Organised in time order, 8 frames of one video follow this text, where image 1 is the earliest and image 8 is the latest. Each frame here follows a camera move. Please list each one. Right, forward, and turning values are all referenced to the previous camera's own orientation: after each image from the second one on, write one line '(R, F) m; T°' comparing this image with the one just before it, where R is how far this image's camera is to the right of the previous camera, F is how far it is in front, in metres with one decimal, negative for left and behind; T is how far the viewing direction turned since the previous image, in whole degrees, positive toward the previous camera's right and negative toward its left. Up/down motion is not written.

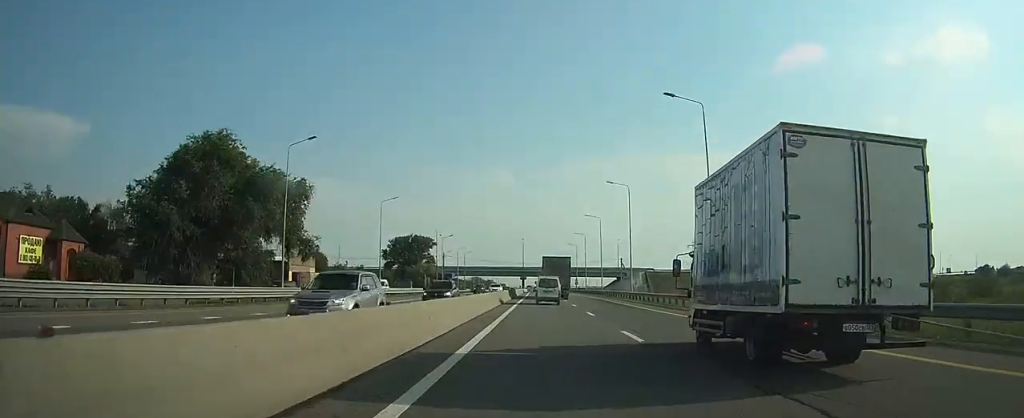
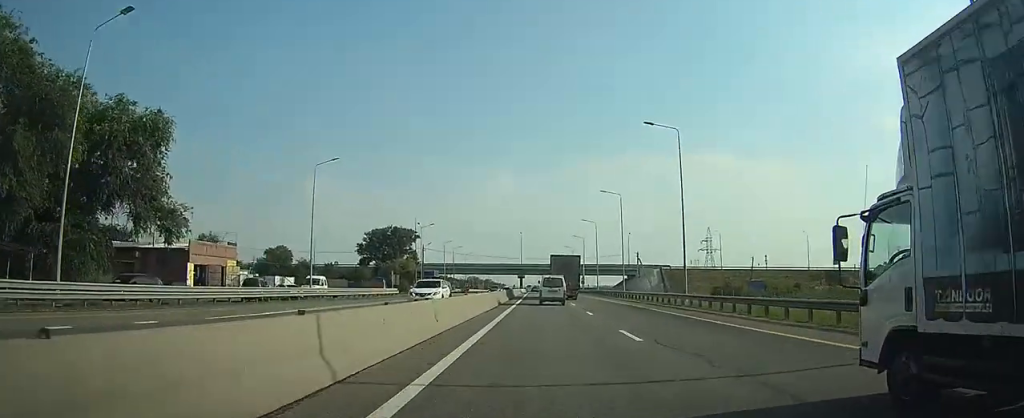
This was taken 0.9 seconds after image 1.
(+0.1, +23.9) m; 0°
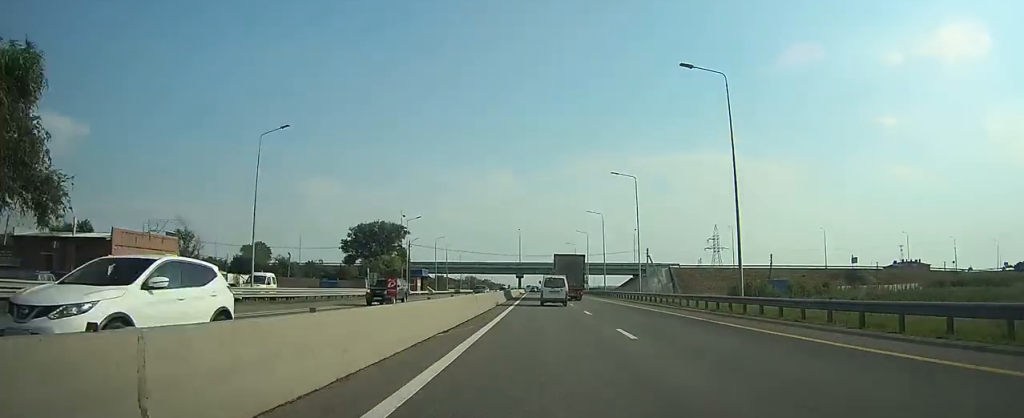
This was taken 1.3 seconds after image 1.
(0.0, +11.4) m; 0°
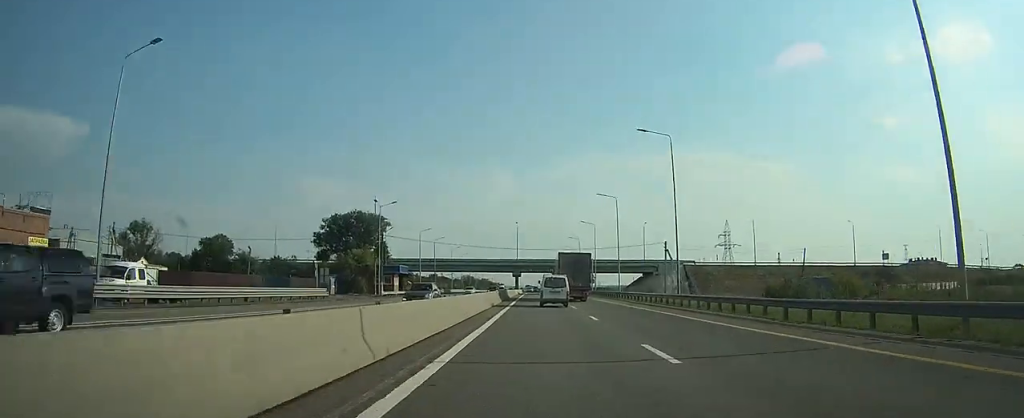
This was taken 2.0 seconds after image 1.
(0.0, +16.7) m; 0°
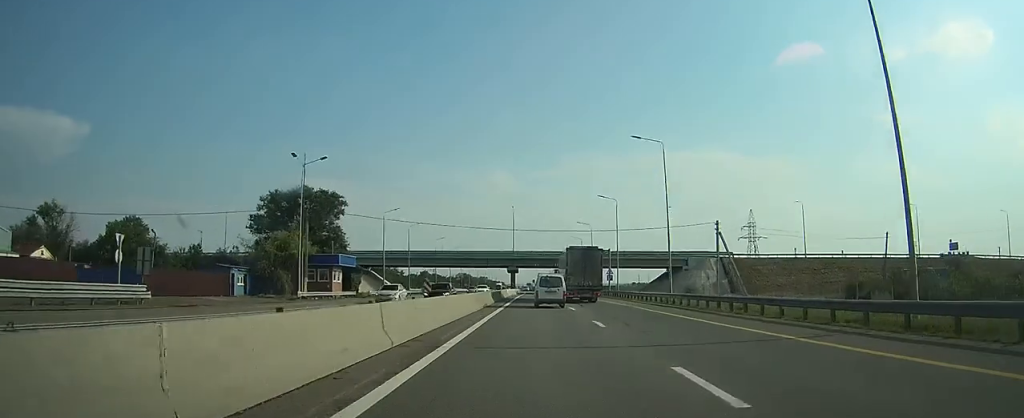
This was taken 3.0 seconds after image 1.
(-0.1, +27.9) m; 0°
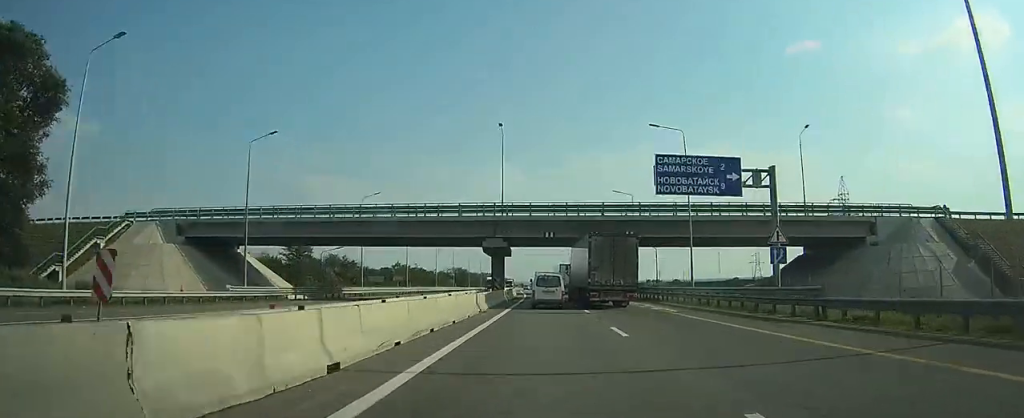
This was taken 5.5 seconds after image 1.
(-0.2, +64.0) m; -1°
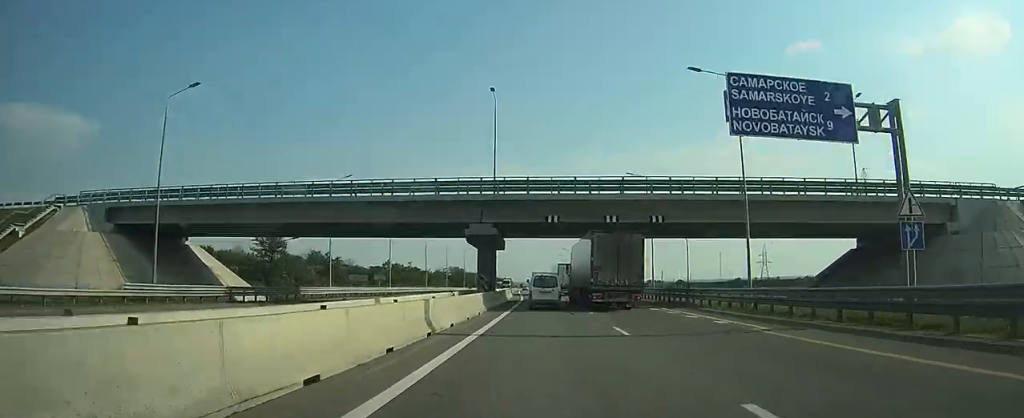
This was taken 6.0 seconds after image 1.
(0.0, +11.7) m; 0°
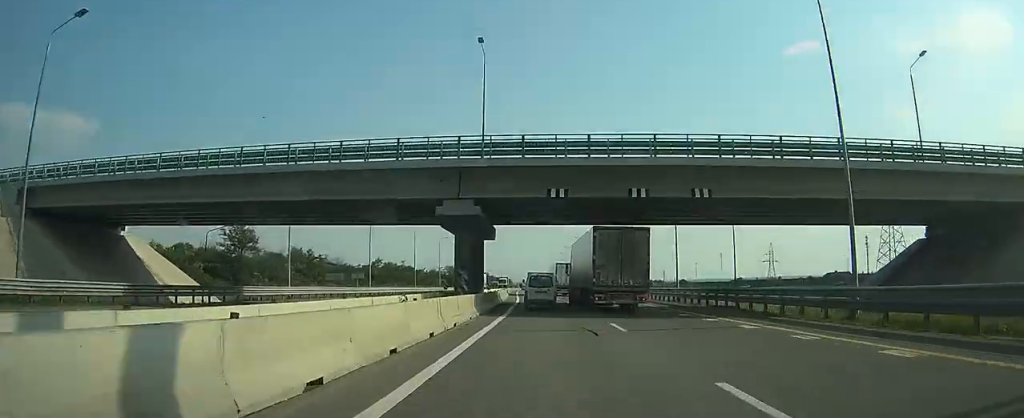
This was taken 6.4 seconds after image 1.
(0.0, +10.8) m; 0°
